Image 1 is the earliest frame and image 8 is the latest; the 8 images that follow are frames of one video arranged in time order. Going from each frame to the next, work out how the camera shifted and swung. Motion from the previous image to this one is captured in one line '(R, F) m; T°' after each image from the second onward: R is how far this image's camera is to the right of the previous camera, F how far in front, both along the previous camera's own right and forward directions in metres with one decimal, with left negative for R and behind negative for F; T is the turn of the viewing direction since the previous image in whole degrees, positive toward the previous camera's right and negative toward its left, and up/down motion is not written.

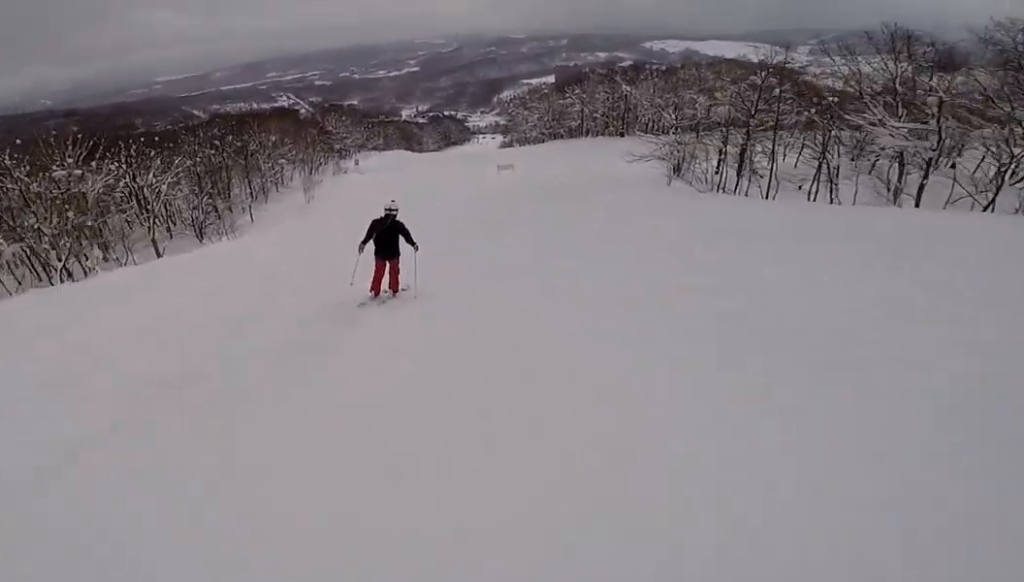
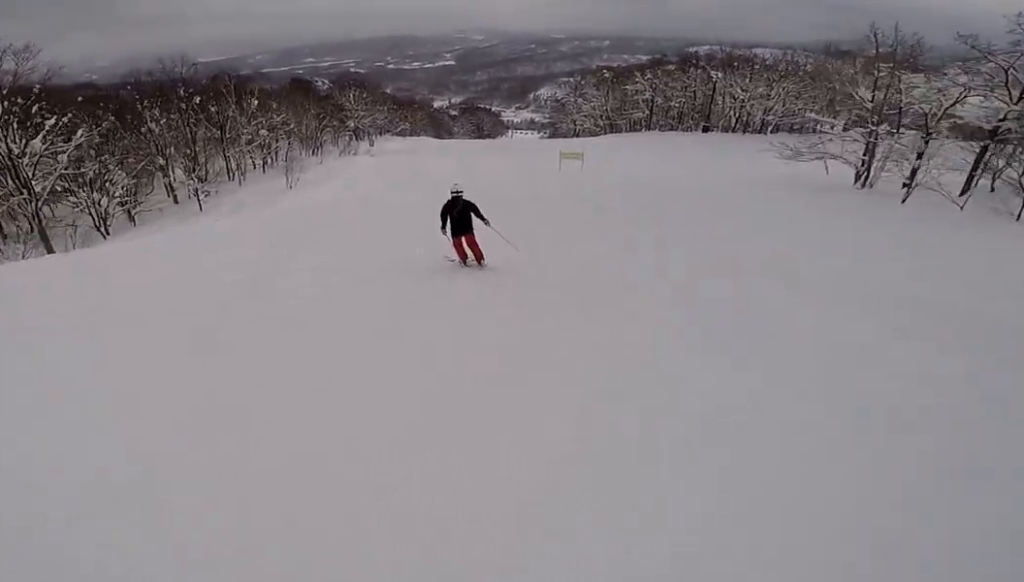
(+0.2, +17.6) m; +4°
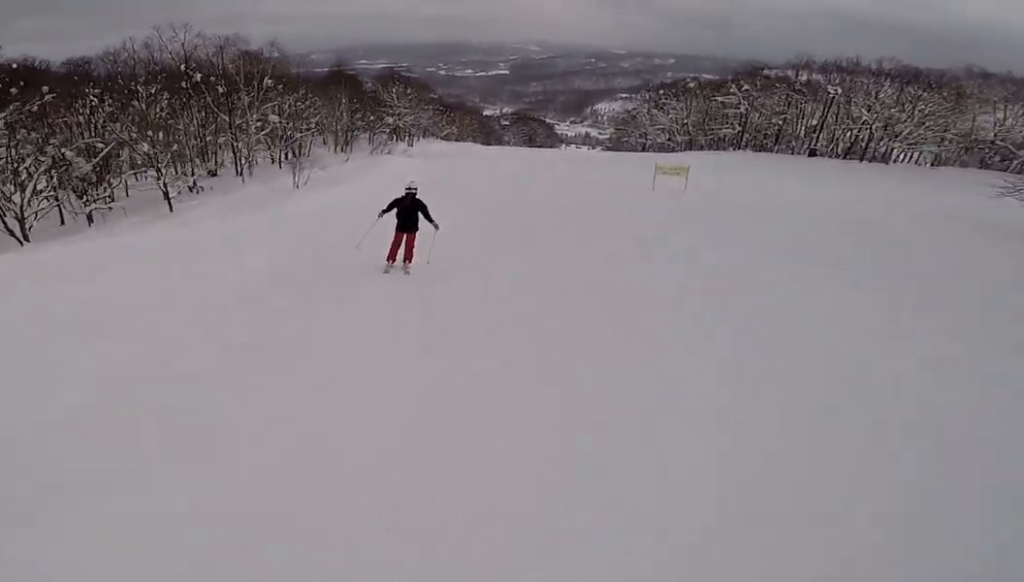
(+0.1, +9.7) m; -3°
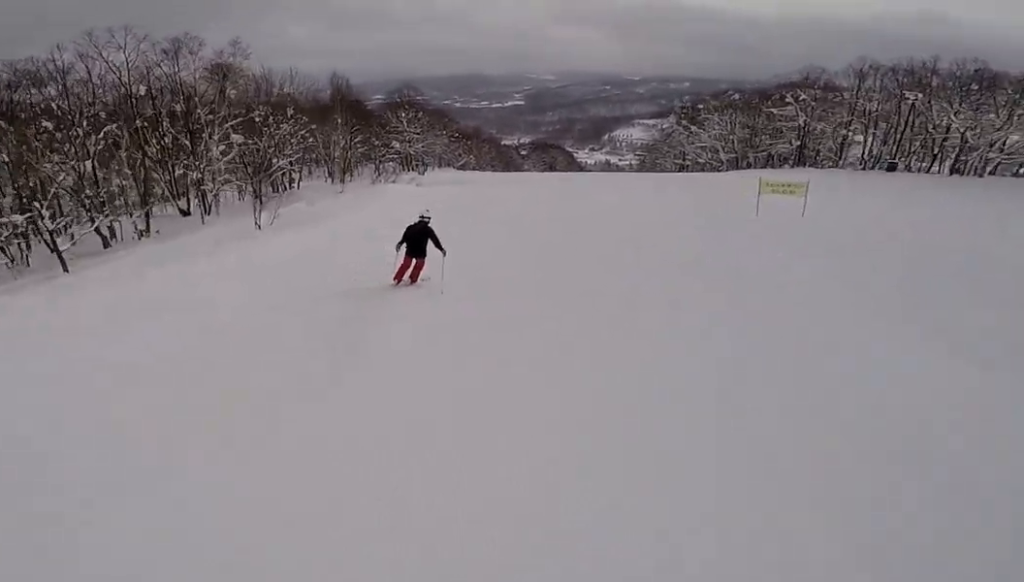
(-0.3, +9.2) m; +1°
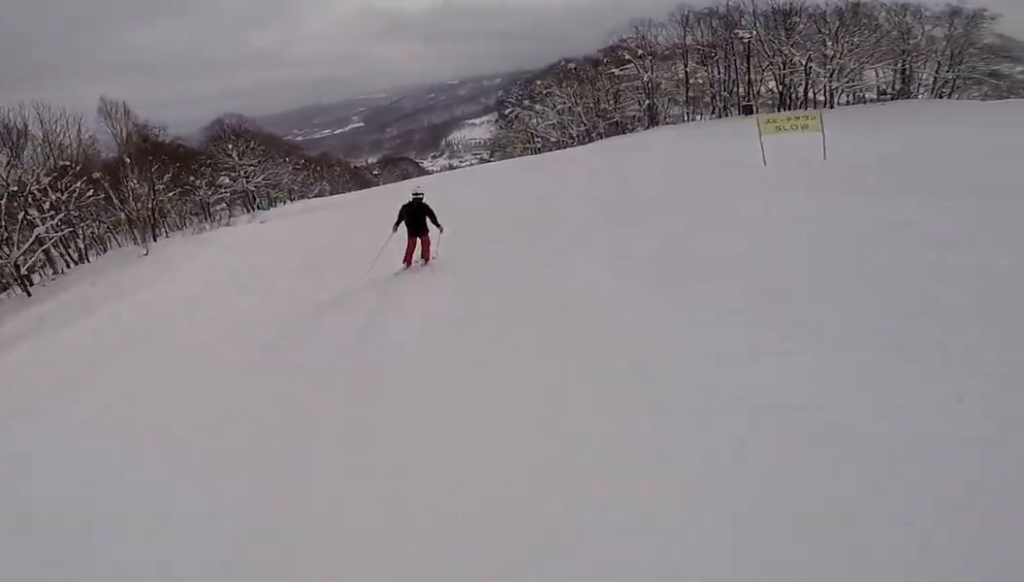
(-0.4, +9.8) m; +5°
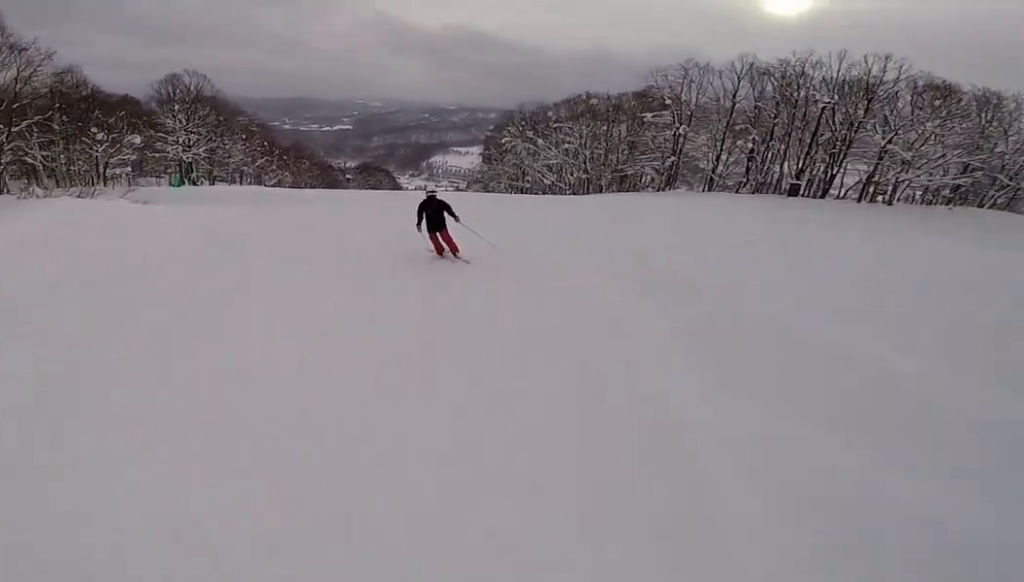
(+1.9, +11.1) m; +3°
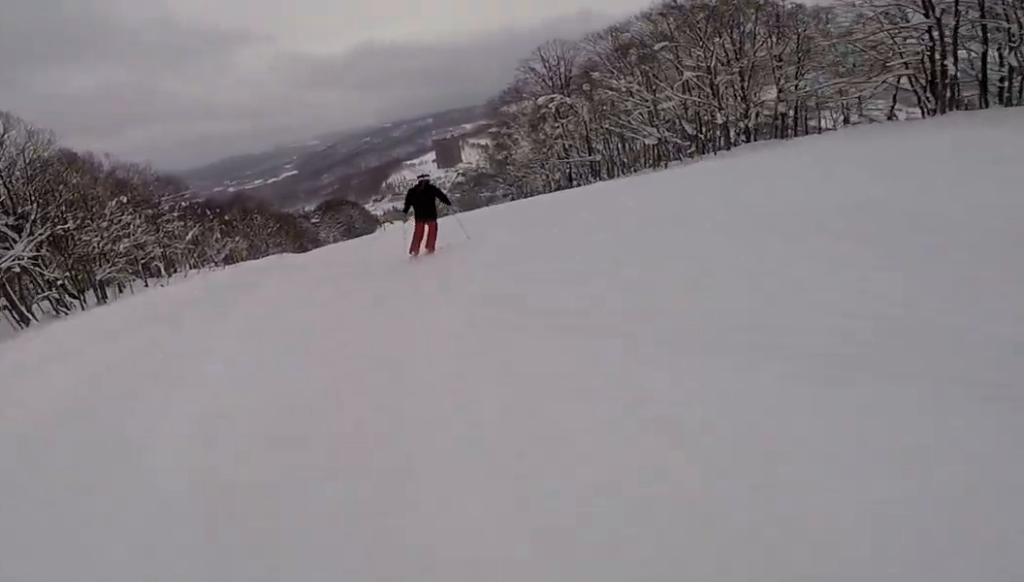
(-4.9, +28.8) m; +4°
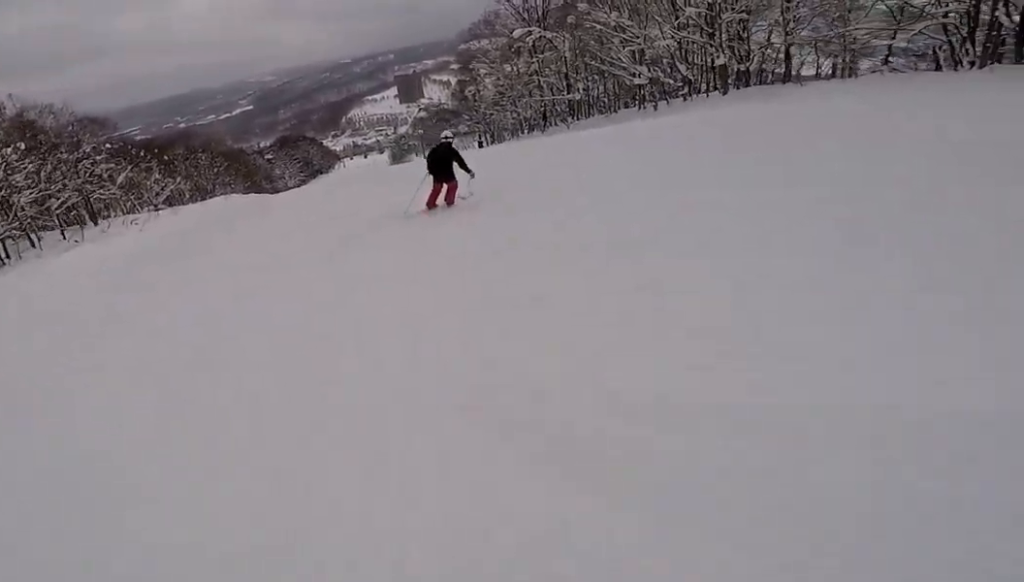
(+0.5, +5.1) m; +6°
